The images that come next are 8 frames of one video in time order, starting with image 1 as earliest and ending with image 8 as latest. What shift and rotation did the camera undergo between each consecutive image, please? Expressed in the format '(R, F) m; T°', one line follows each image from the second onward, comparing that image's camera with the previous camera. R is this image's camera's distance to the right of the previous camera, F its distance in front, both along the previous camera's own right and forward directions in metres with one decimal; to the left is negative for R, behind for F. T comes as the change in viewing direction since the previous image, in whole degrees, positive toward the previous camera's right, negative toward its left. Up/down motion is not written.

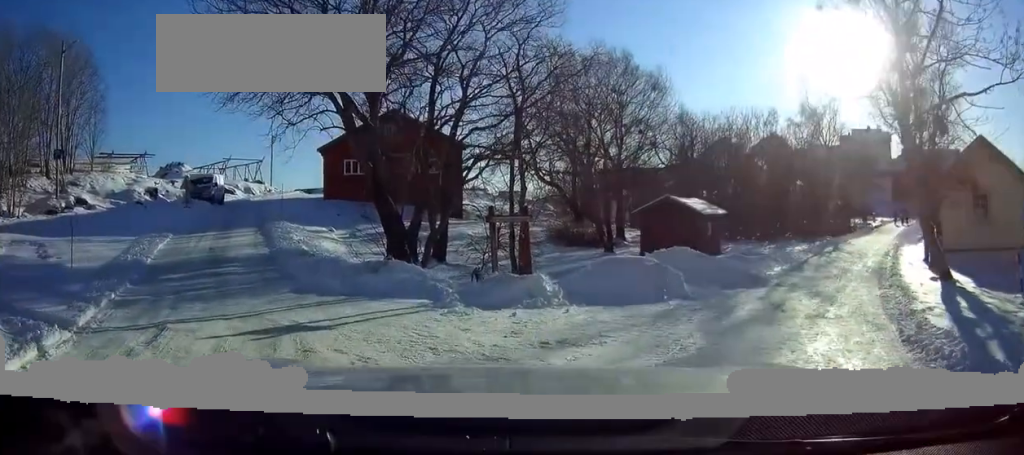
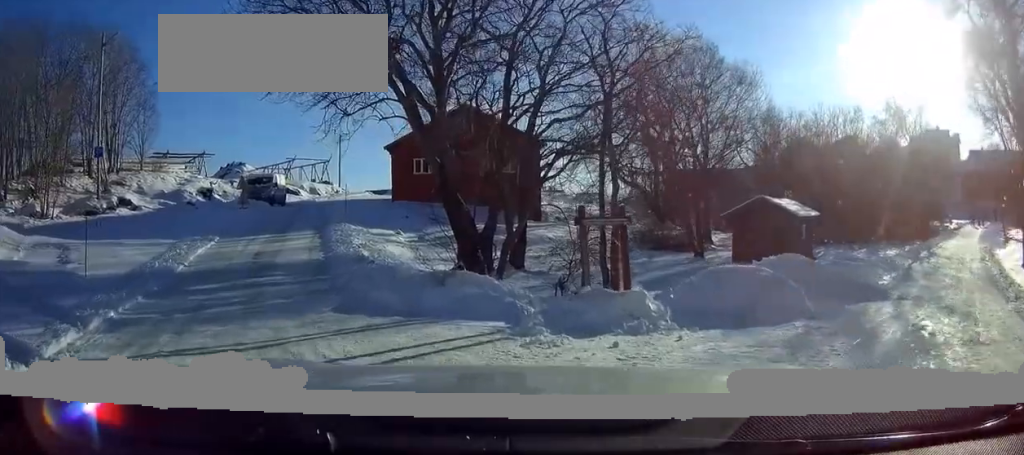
(0.0, +2.2) m; -9°
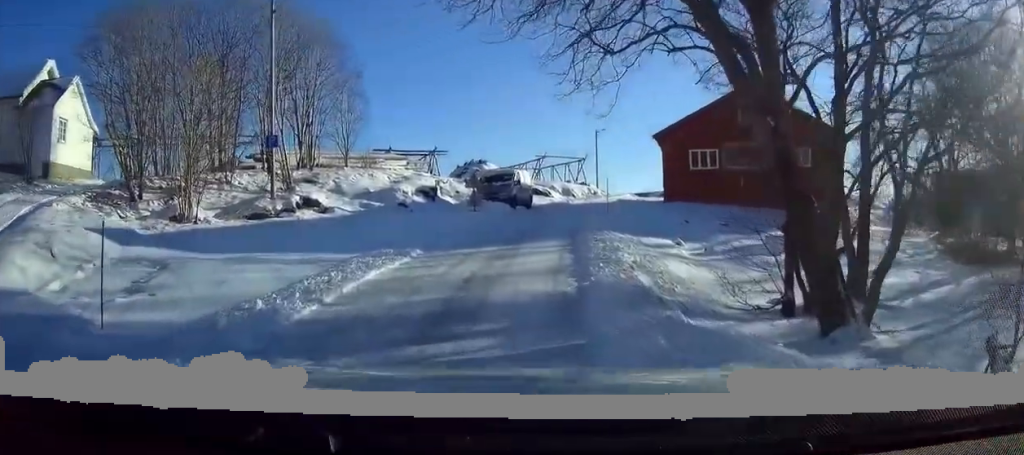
(-1.8, +6.4) m; -28°
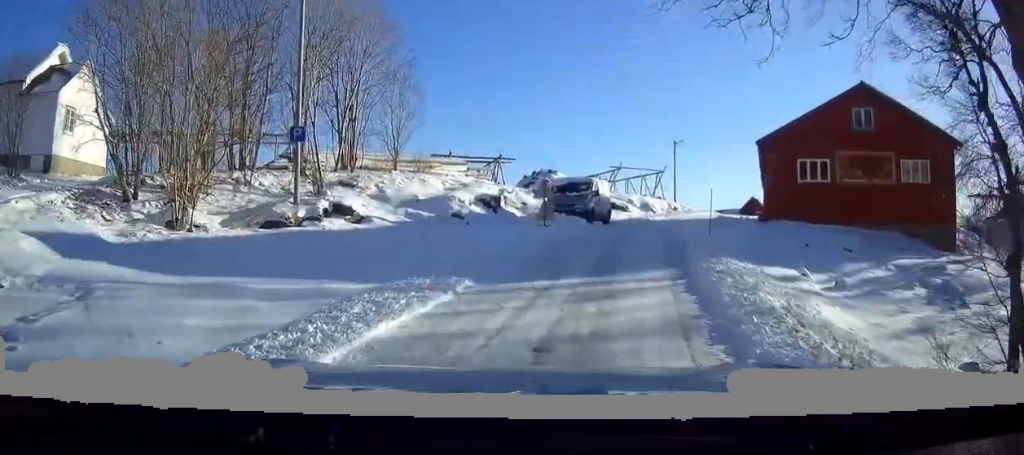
(-0.5, +5.0) m; -6°
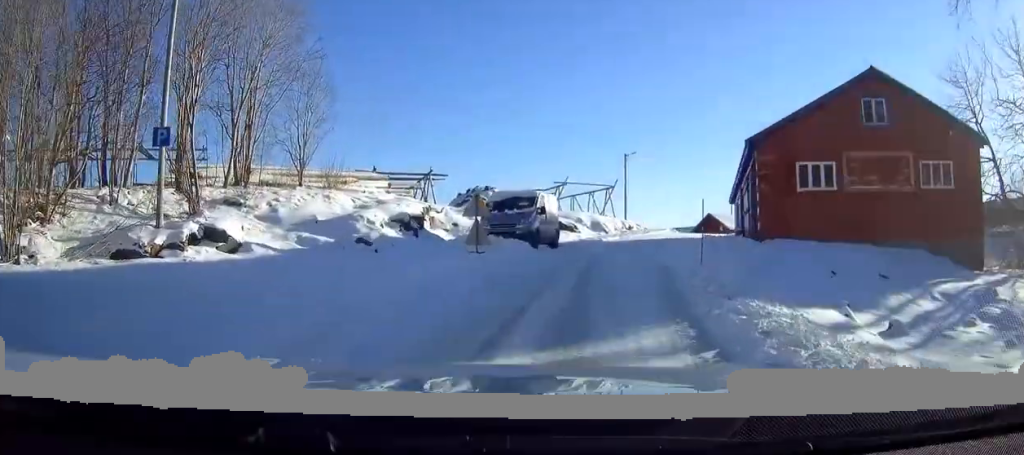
(+0.1, +5.3) m; +4°
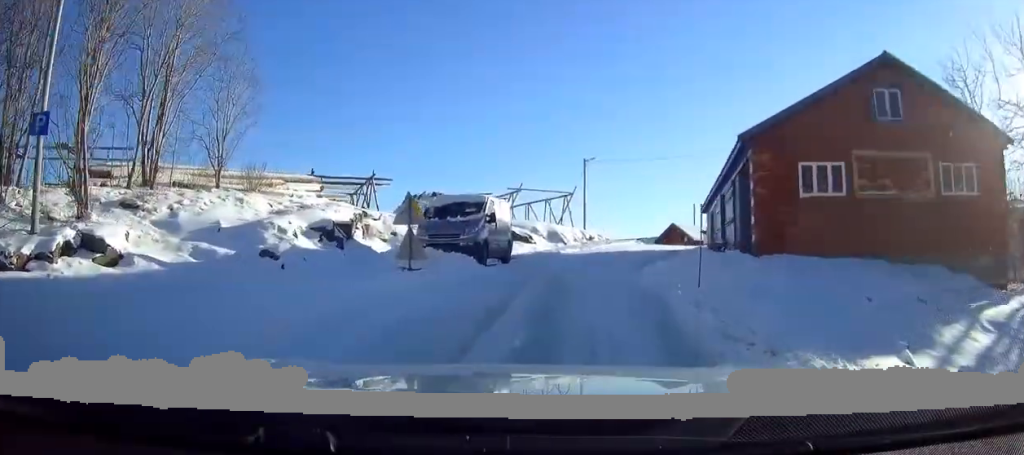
(+0.4, +3.3) m; +1°
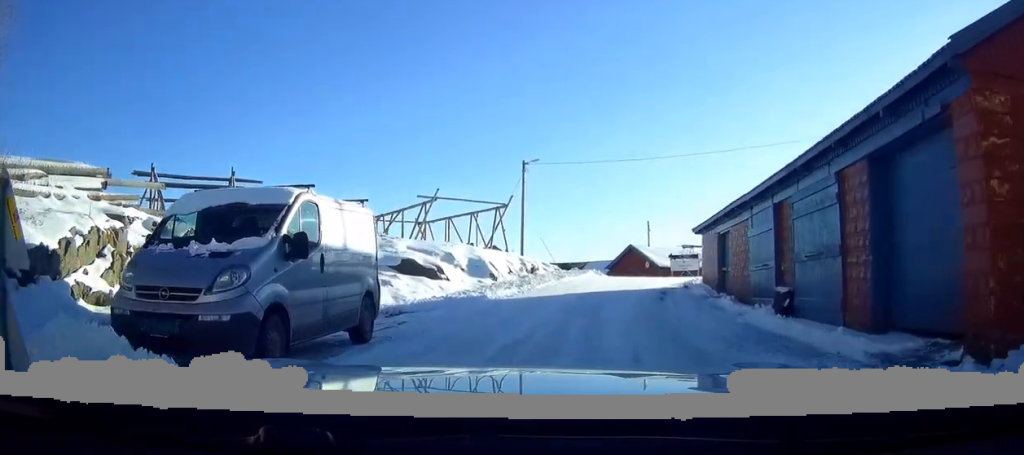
(+0.1, +10.3) m; +6°
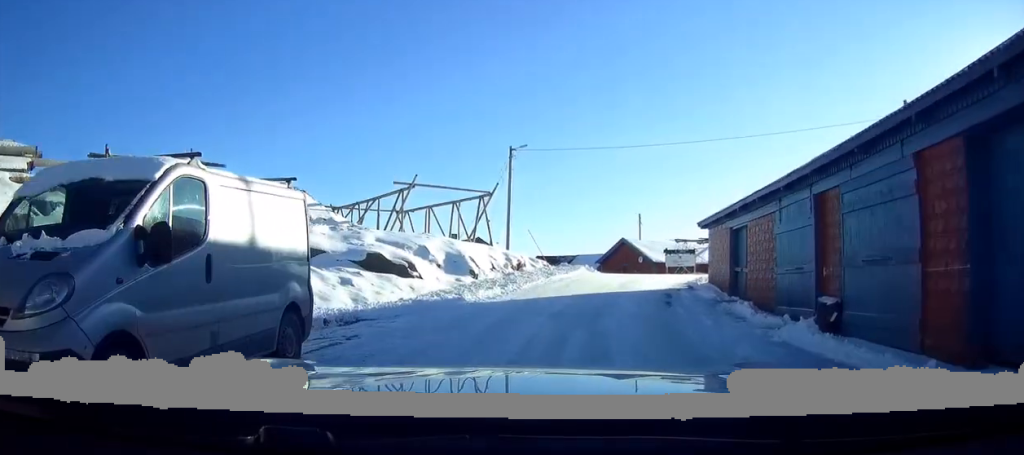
(0.0, +2.5) m; +2°
